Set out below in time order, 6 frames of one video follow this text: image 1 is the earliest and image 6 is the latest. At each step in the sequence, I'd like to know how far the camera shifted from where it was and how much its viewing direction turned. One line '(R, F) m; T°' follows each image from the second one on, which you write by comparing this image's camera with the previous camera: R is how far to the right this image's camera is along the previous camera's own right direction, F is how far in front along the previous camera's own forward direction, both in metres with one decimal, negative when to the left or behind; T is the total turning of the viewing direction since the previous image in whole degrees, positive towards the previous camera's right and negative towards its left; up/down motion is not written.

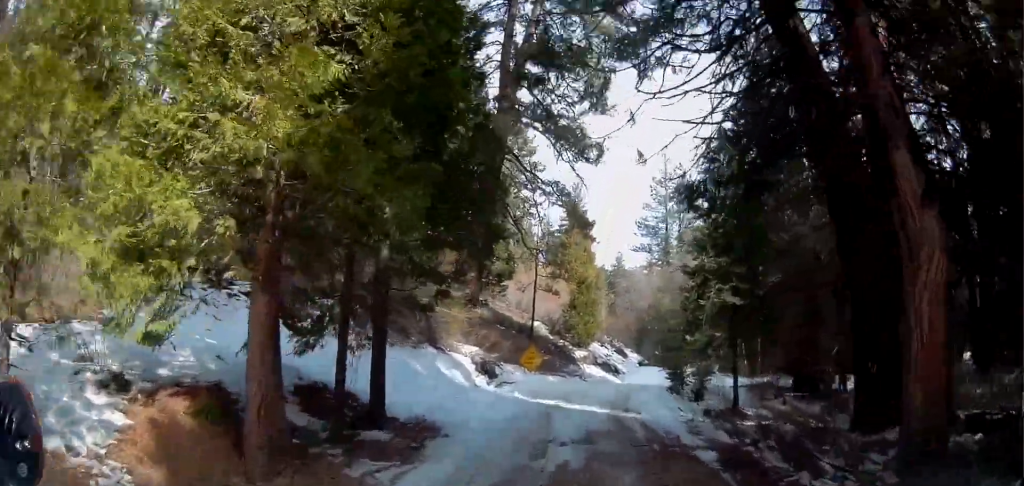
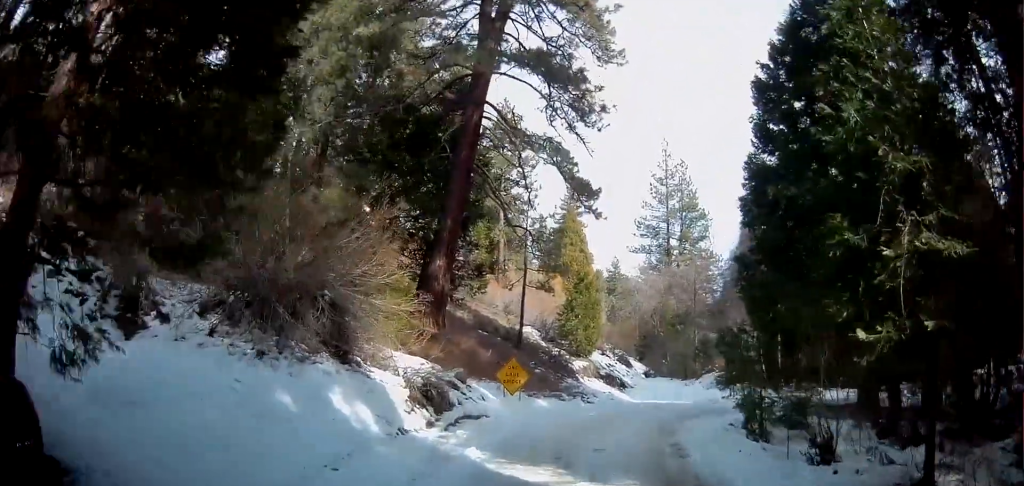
(+0.2, +8.4) m; -2°
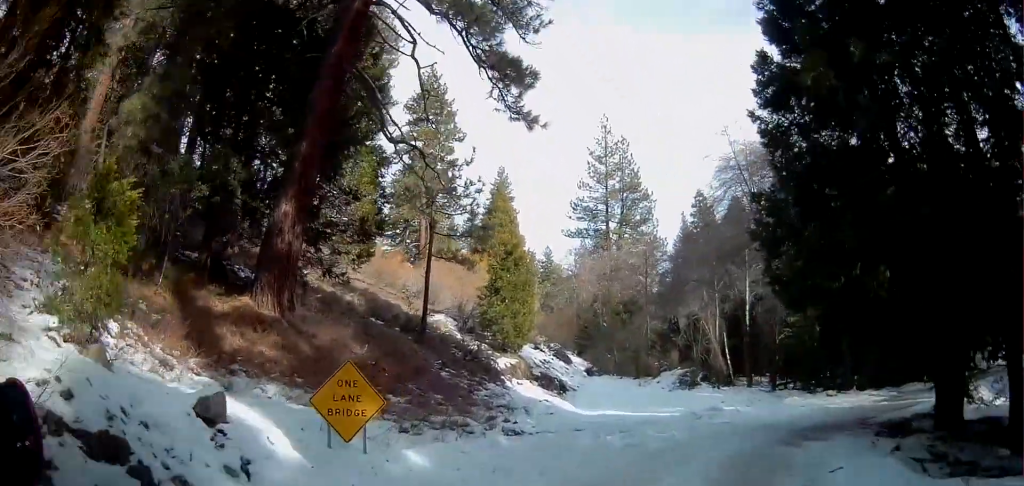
(-0.2, +10.2) m; +7°
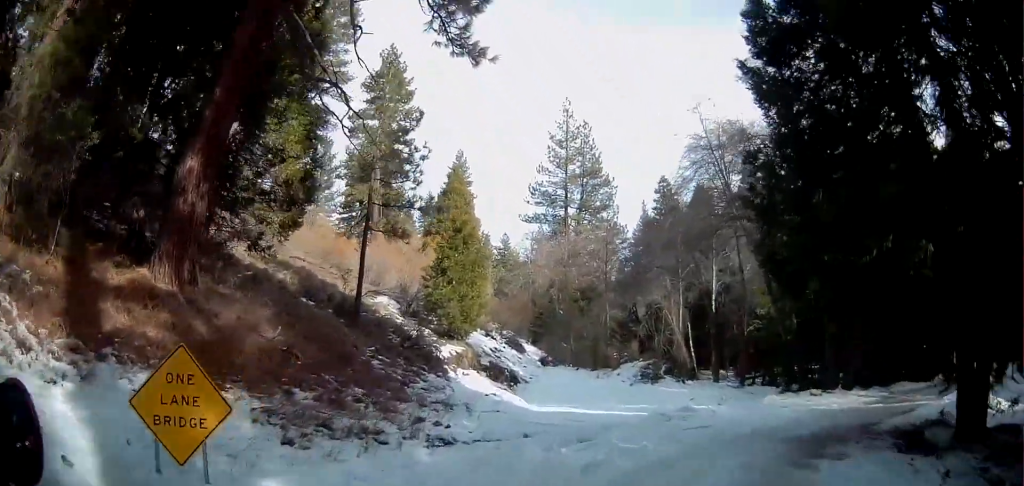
(+0.2, +3.4) m; +9°
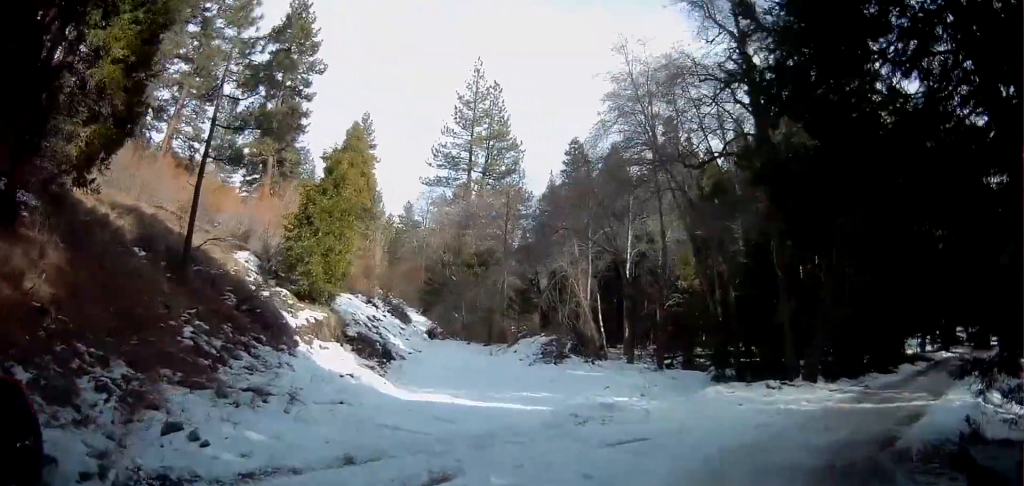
(+1.0, +6.1) m; +17°
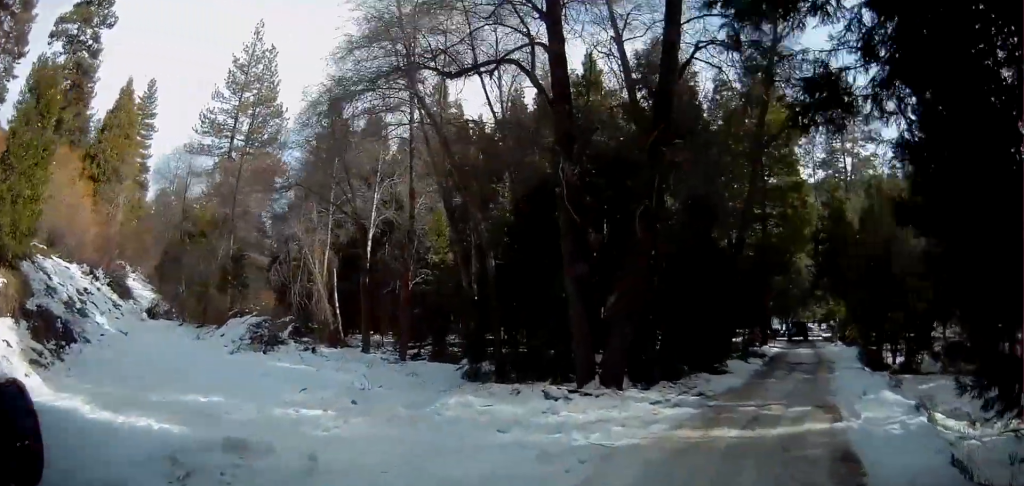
(+1.1, +6.6) m; +21°
